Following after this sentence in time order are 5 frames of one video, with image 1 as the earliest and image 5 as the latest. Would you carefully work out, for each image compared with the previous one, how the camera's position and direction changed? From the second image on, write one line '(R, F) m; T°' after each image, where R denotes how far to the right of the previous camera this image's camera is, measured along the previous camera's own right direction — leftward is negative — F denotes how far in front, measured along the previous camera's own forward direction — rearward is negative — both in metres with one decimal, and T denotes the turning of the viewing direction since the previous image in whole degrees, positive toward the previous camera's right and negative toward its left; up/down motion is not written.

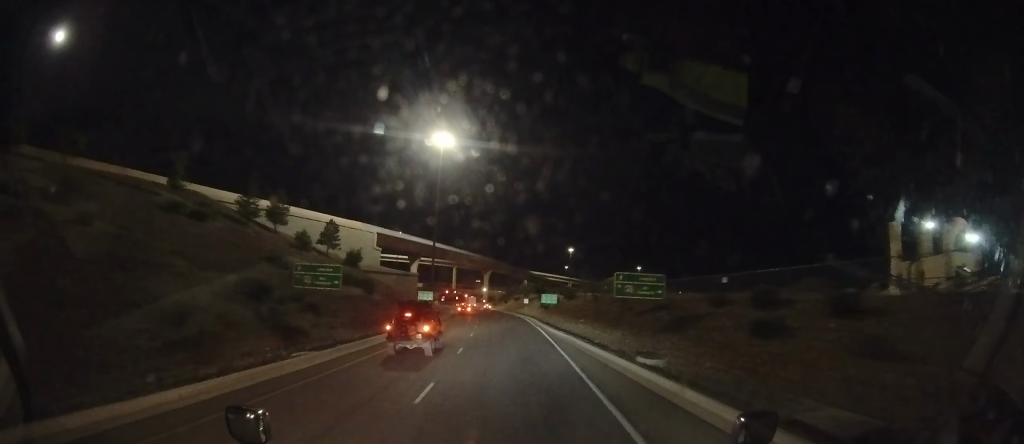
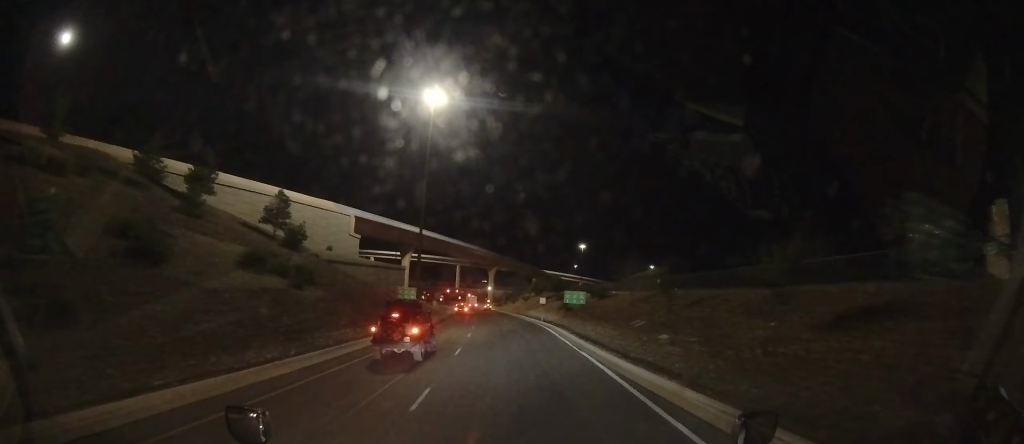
(0.0, +16.7) m; 0°
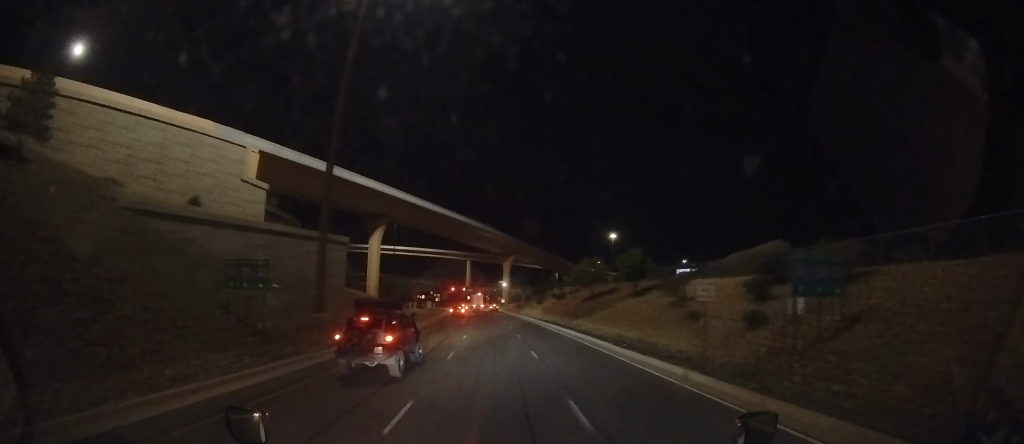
(-0.4, +32.8) m; -1°
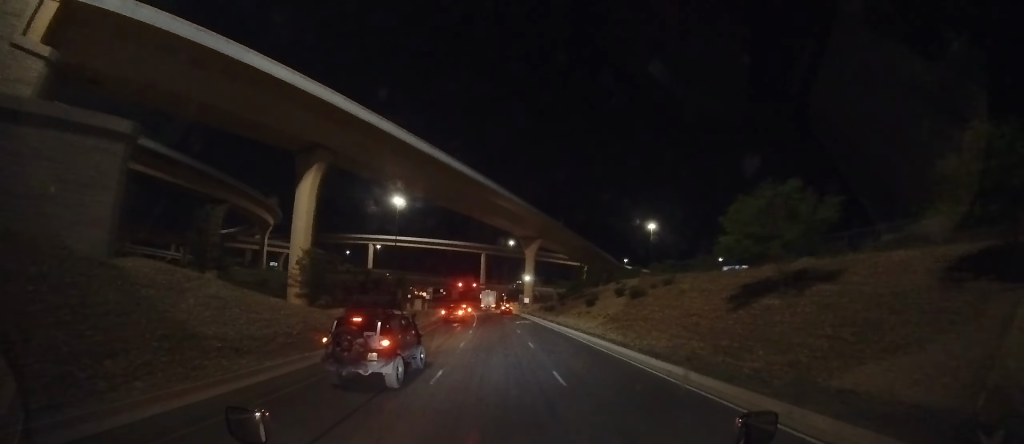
(-0.4, +28.3) m; -3°
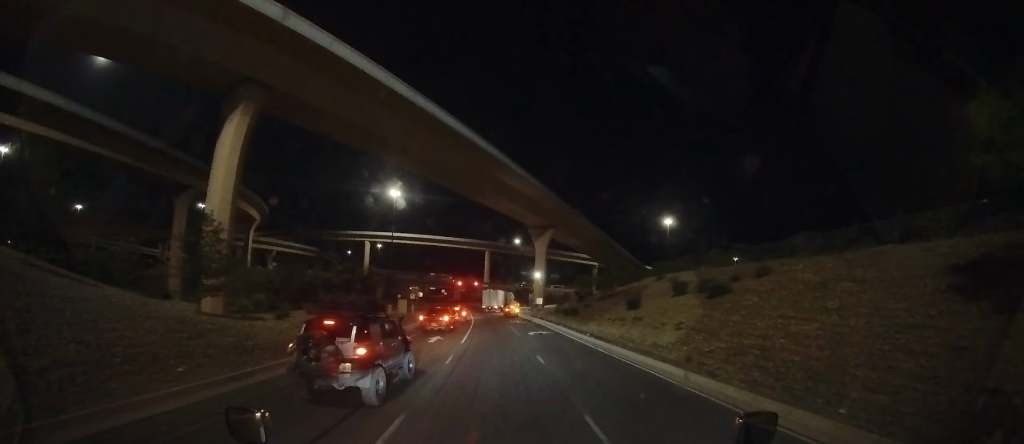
(-0.3, +12.3) m; -2°
